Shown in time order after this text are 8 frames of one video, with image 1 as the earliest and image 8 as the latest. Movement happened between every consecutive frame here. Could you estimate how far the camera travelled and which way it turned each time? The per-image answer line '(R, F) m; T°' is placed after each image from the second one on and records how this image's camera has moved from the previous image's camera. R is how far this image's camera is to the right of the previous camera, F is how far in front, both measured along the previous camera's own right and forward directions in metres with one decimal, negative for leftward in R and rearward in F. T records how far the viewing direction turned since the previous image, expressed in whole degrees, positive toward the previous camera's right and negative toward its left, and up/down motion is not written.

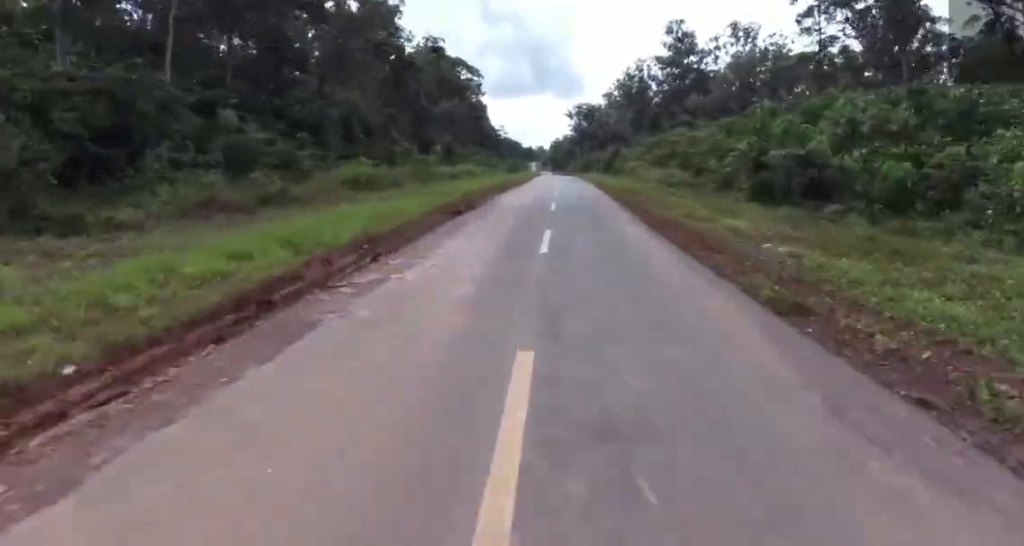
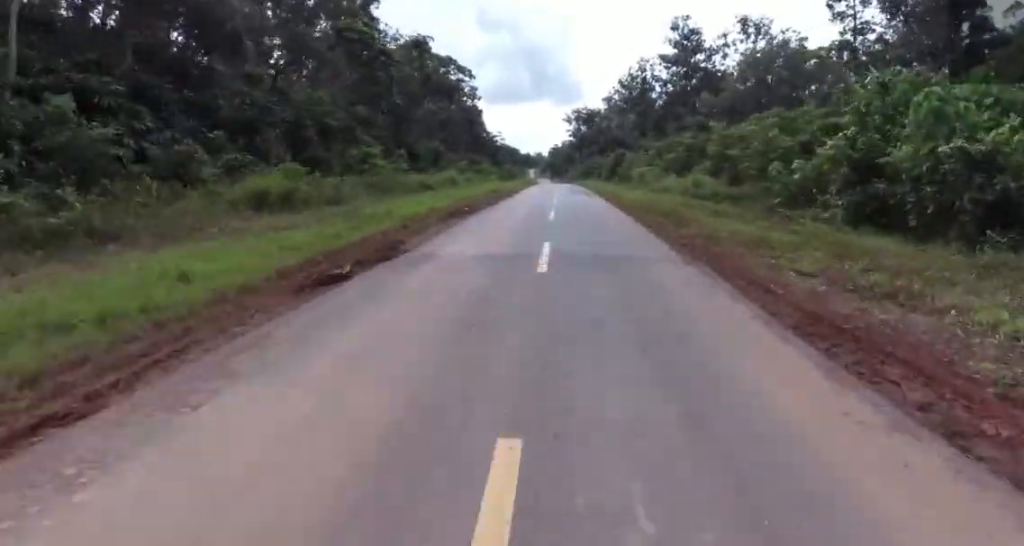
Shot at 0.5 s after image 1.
(0.0, +10.9) m; 0°
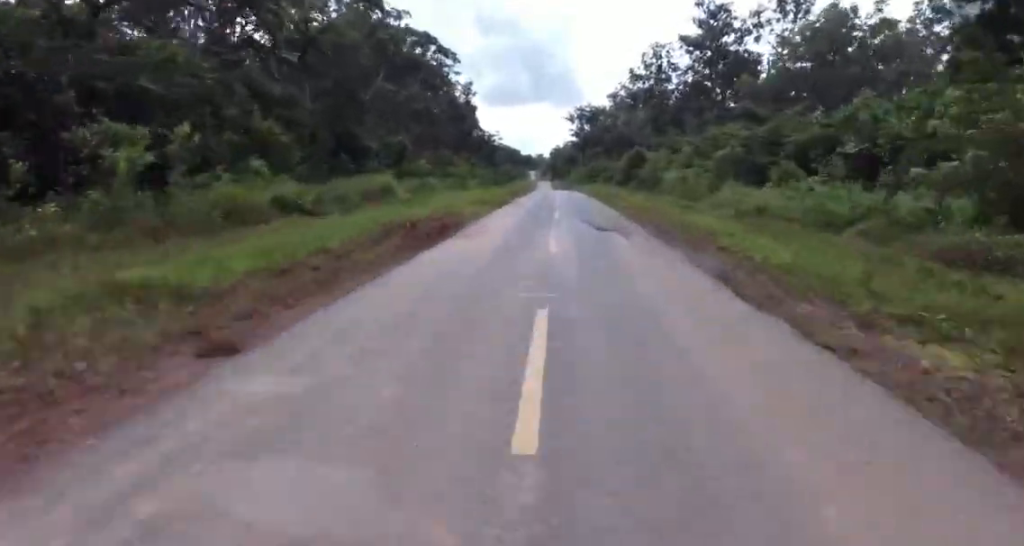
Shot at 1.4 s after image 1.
(0.0, +23.0) m; -1°
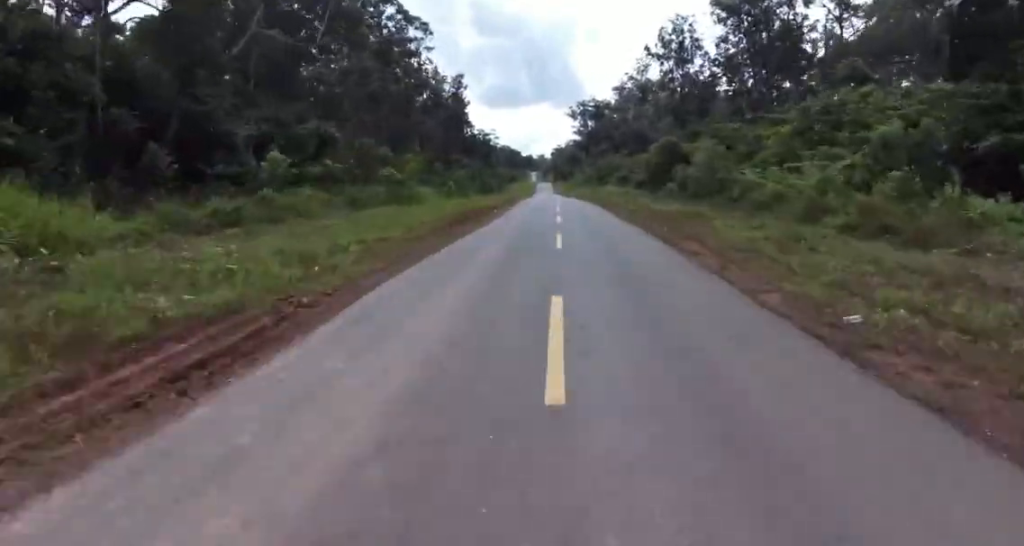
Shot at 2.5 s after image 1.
(-0.5, +24.5) m; -2°
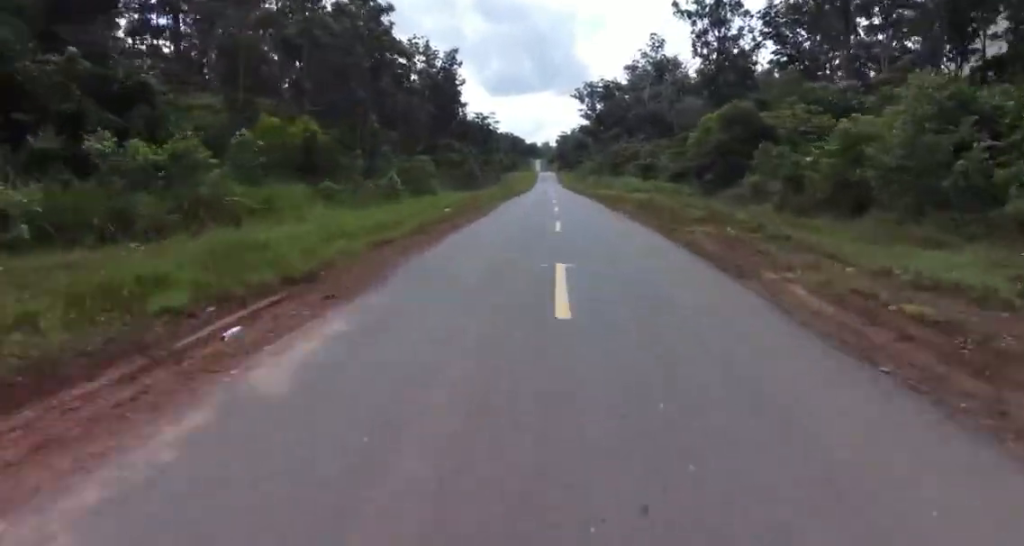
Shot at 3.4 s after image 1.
(-0.3, +24.3) m; -1°
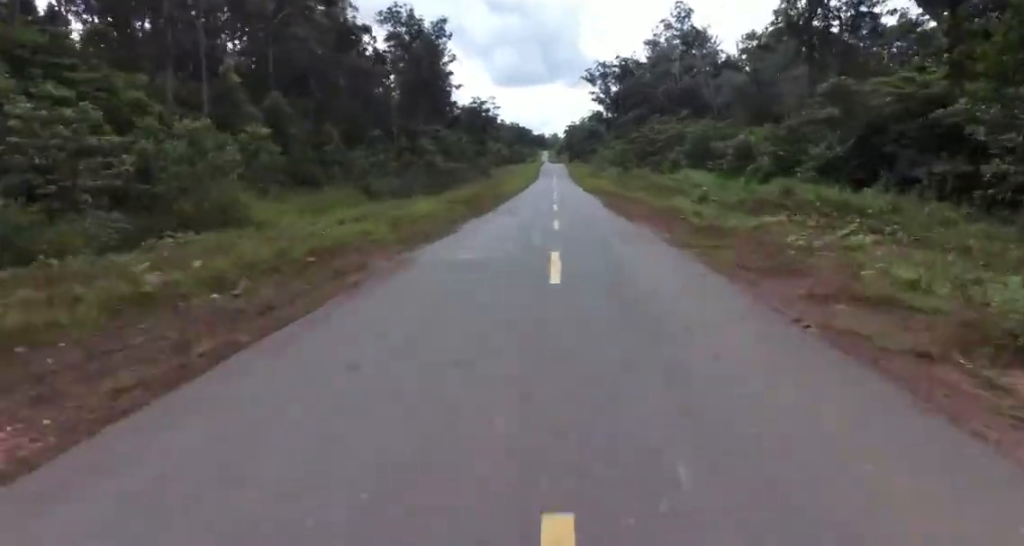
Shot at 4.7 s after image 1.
(0.0, +32.4) m; +1°
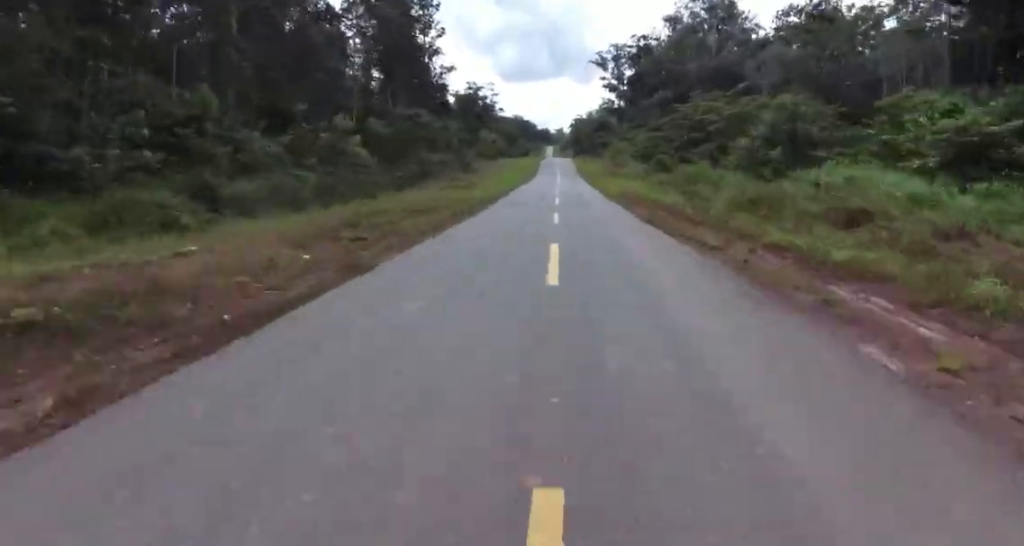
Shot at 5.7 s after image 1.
(+0.4, +26.4) m; +1°
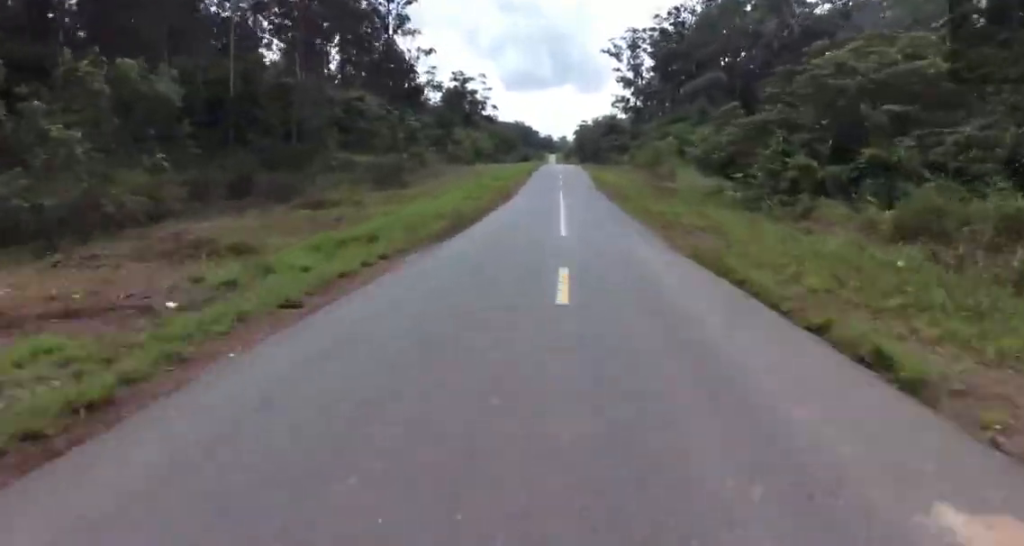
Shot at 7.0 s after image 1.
(-0.1, +35.0) m; -1°
